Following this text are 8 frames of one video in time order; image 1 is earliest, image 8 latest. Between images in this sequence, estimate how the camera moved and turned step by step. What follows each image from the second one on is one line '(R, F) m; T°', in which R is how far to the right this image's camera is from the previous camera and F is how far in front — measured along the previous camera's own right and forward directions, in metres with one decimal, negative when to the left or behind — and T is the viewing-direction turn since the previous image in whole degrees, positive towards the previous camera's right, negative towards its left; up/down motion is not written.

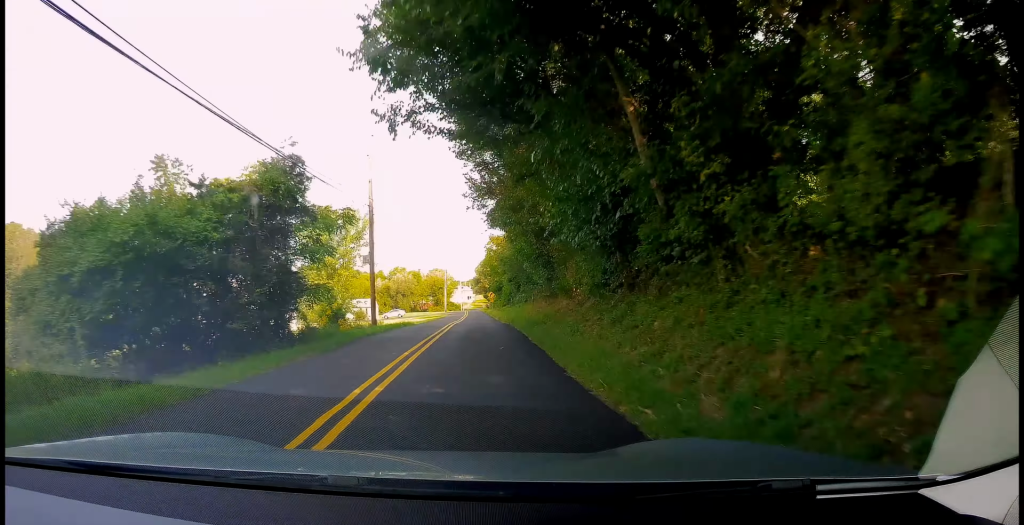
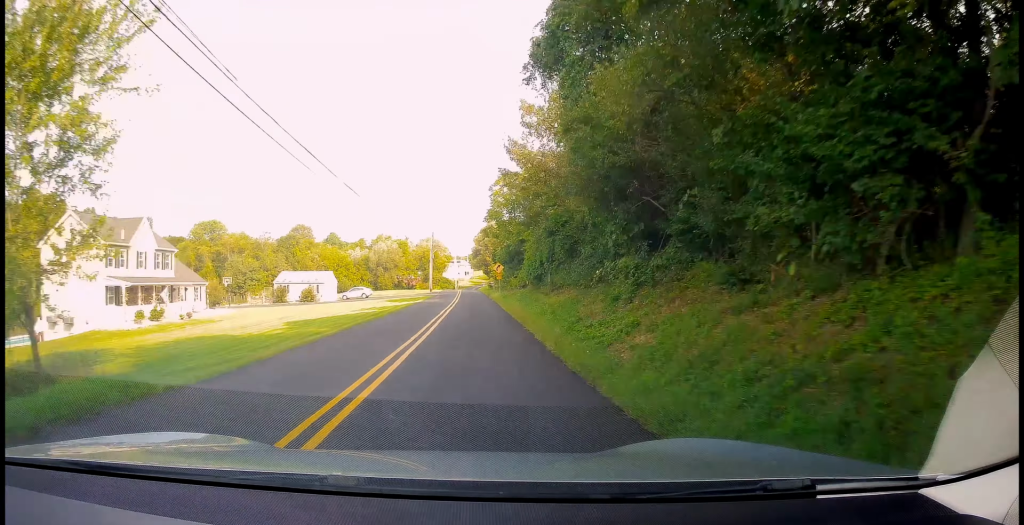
(-0.2, +32.1) m; -1°
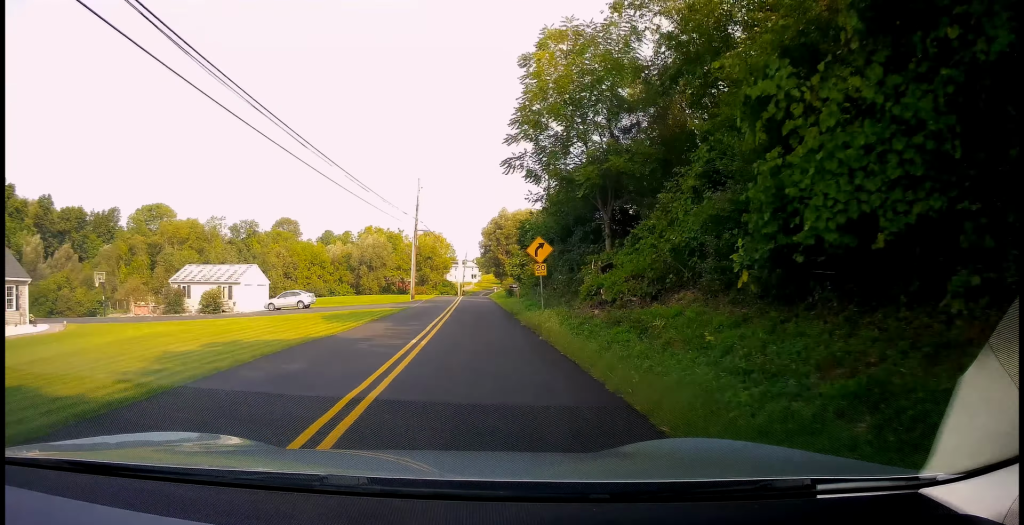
(-0.2, +29.9) m; +1°
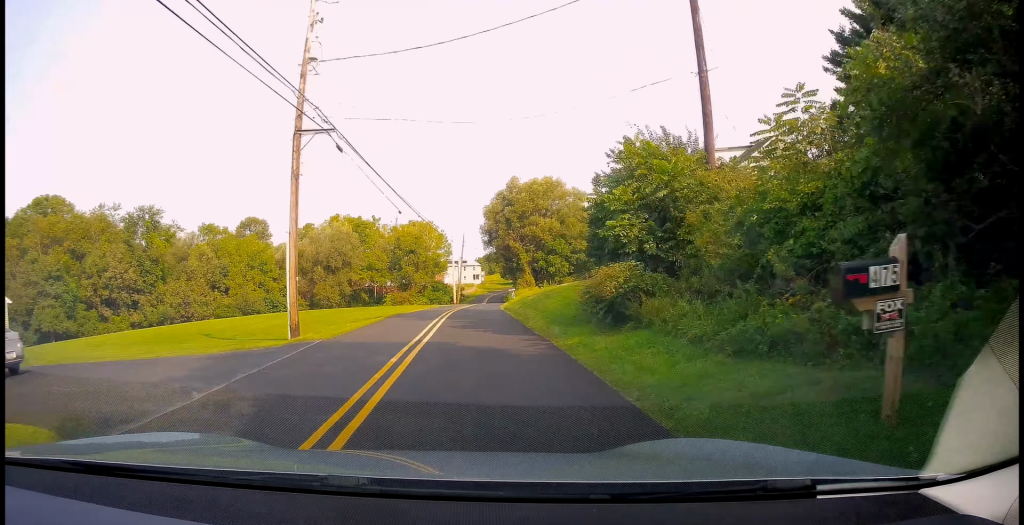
(+0.5, +33.2) m; 0°
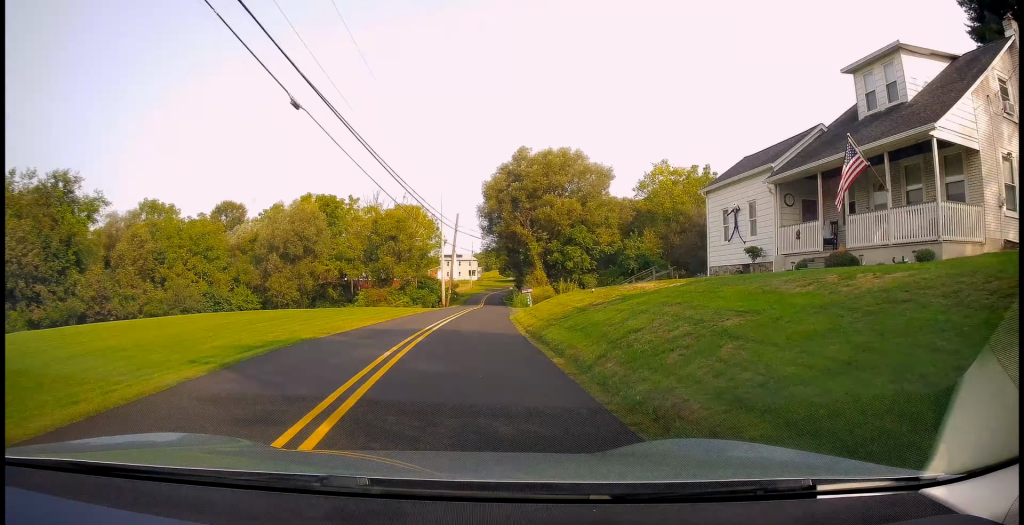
(-0.3, +16.5) m; 0°
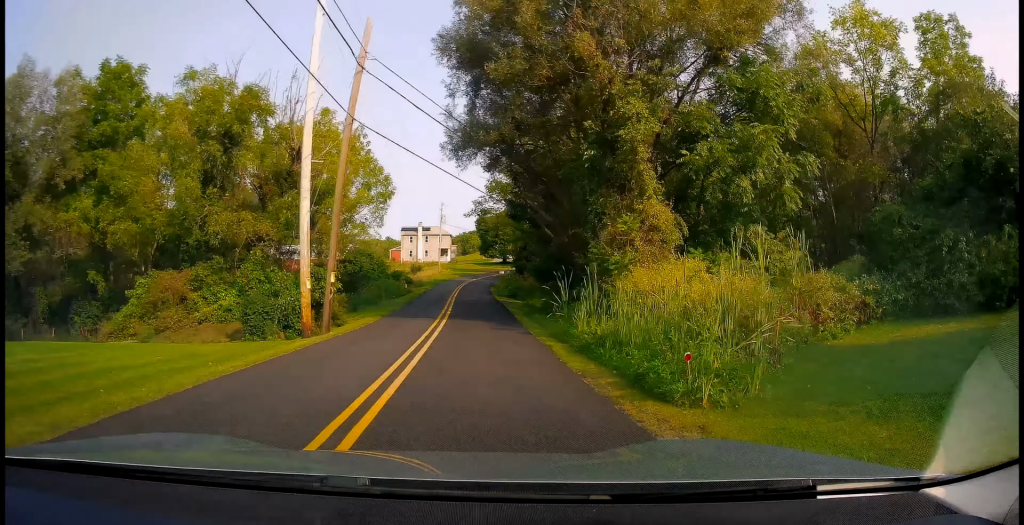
(+0.4, +41.8) m; +1°
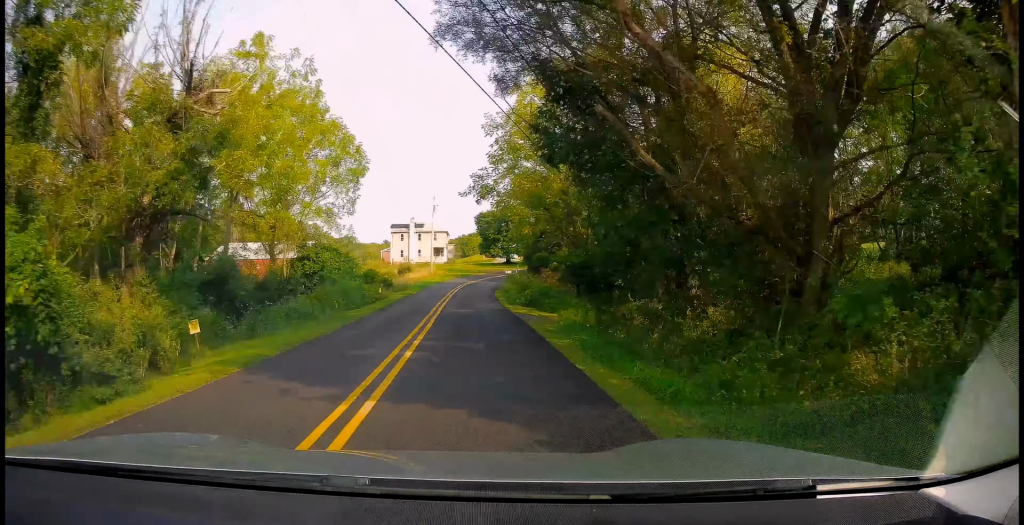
(0.0, +14.0) m; 0°
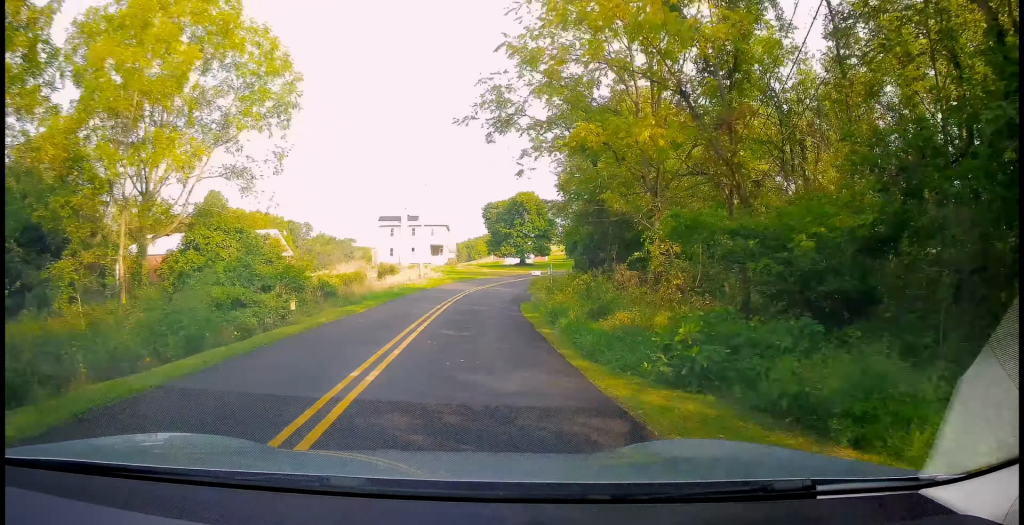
(+0.2, +20.2) m; +1°
